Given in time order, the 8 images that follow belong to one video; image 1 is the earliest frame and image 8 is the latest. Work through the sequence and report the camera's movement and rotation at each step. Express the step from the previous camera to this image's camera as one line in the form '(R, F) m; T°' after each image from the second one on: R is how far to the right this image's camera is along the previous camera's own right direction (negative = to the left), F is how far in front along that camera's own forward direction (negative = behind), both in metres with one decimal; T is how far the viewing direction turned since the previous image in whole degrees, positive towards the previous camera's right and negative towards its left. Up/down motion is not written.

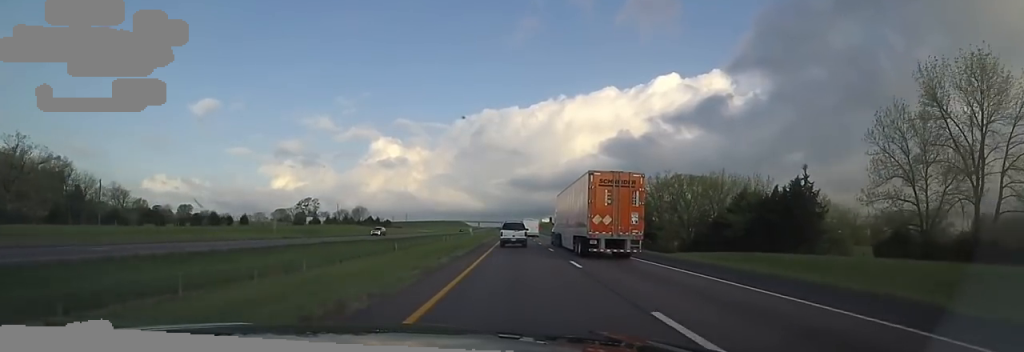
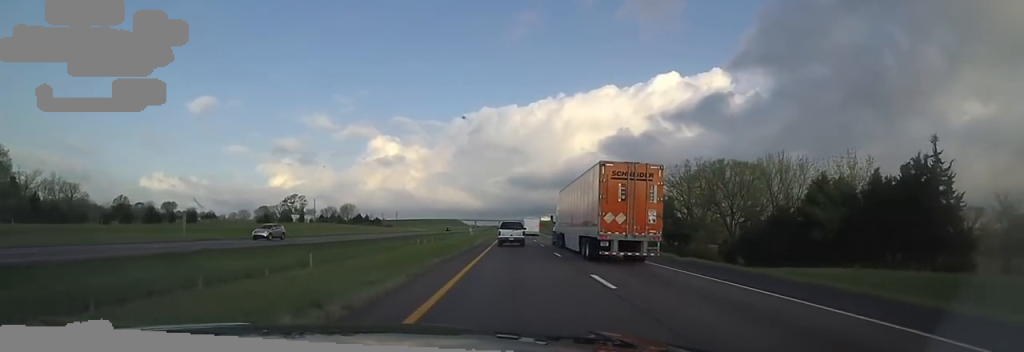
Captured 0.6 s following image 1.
(+0.1, +18.2) m; 0°
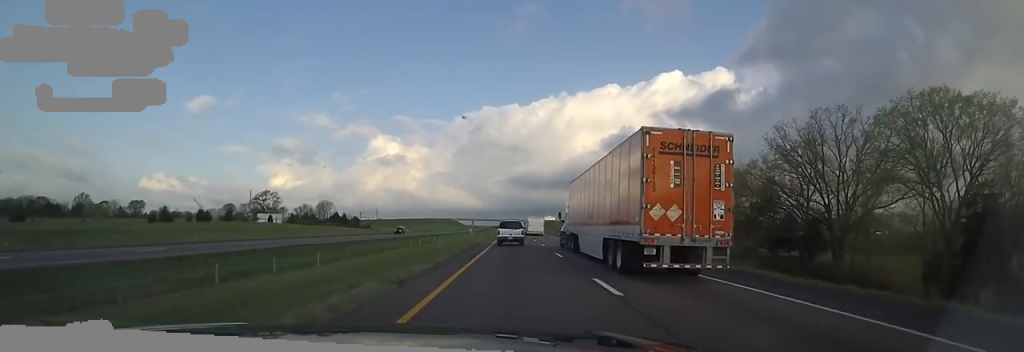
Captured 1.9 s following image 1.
(-0.2, +37.8) m; 0°
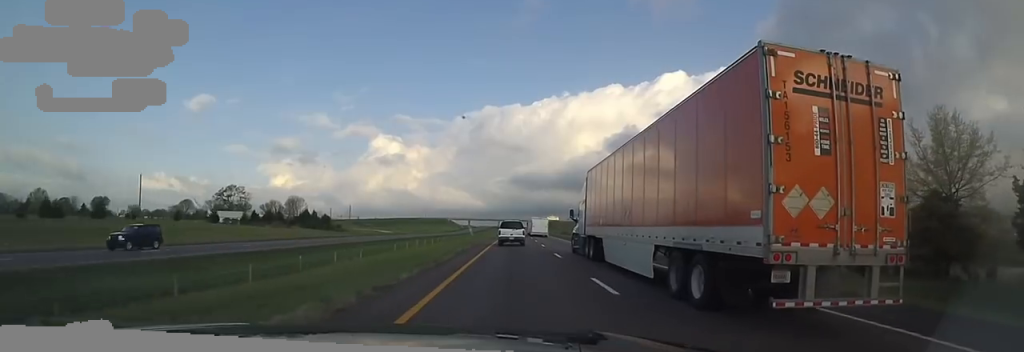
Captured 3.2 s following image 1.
(0.0, +36.1) m; 0°
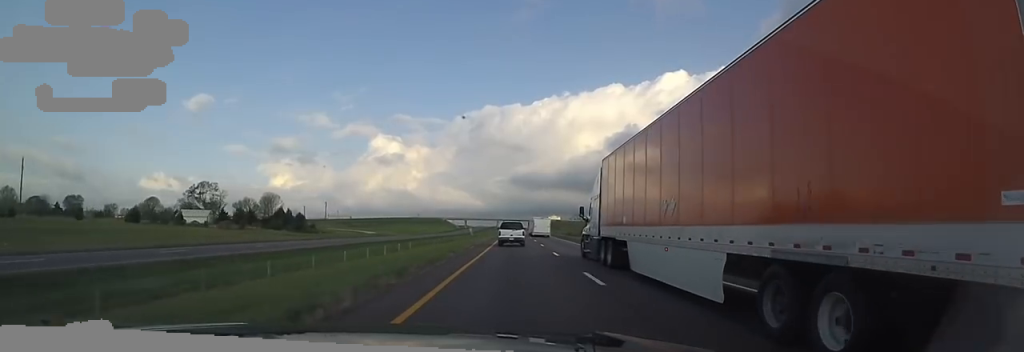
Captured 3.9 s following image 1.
(0.0, +22.6) m; +1°
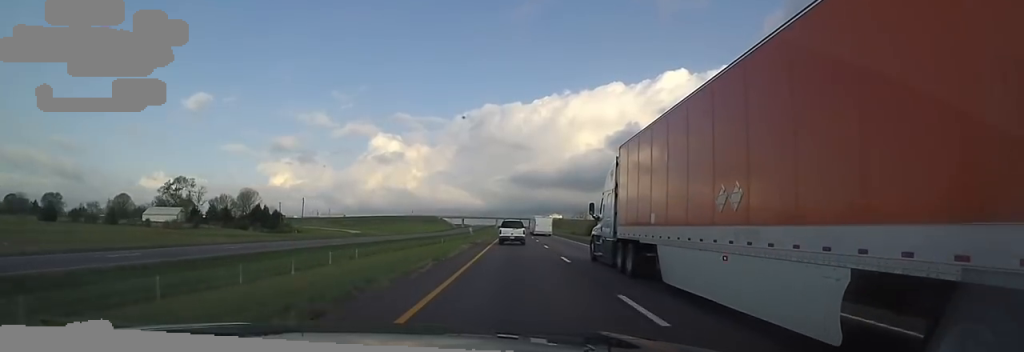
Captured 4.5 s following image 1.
(0.0, +16.8) m; +2°
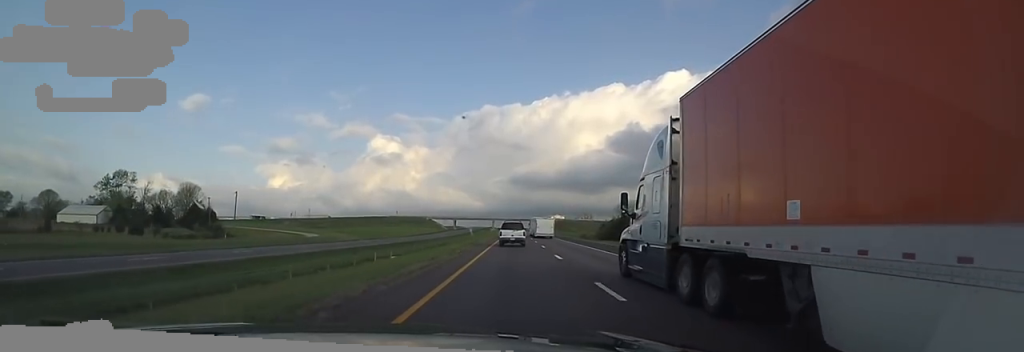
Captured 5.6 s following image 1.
(+1.0, +34.2) m; -1°
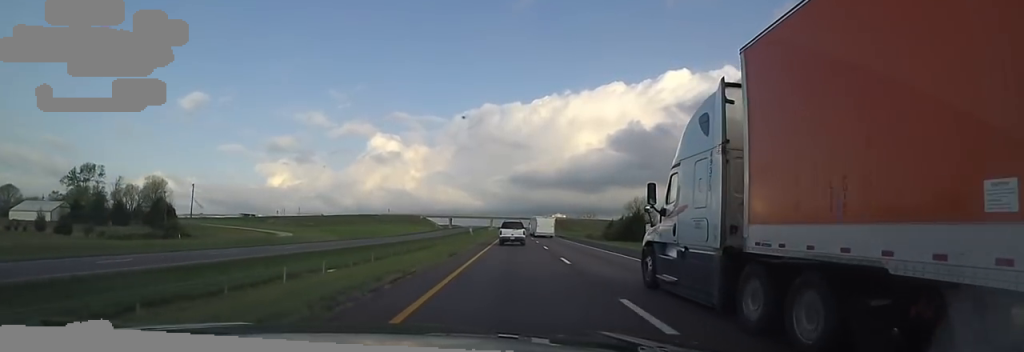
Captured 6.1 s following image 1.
(-0.7, +15.3) m; -1°
